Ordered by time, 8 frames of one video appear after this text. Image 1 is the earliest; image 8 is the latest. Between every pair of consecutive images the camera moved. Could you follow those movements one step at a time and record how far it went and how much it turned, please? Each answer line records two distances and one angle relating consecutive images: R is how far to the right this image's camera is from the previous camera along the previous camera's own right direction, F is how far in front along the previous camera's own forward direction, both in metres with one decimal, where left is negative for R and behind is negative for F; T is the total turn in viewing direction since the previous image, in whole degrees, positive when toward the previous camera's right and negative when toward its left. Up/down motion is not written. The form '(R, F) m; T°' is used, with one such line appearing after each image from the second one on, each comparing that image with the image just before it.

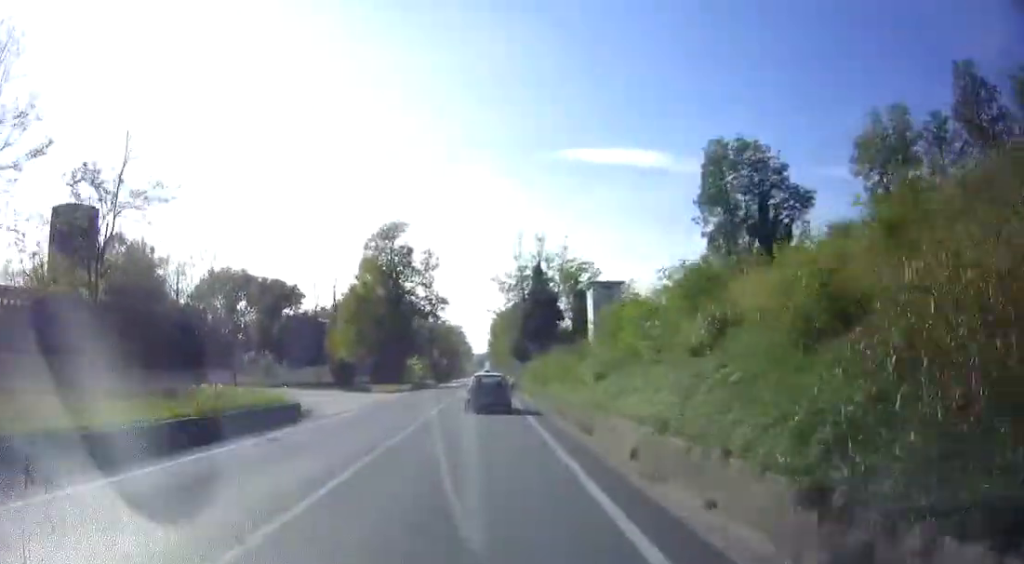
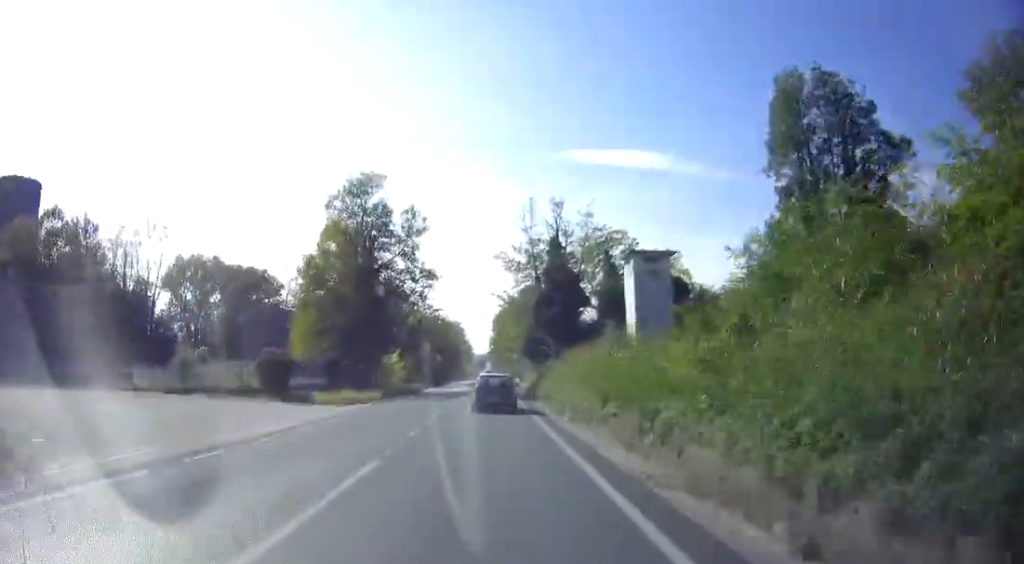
(0.0, +17.9) m; 0°
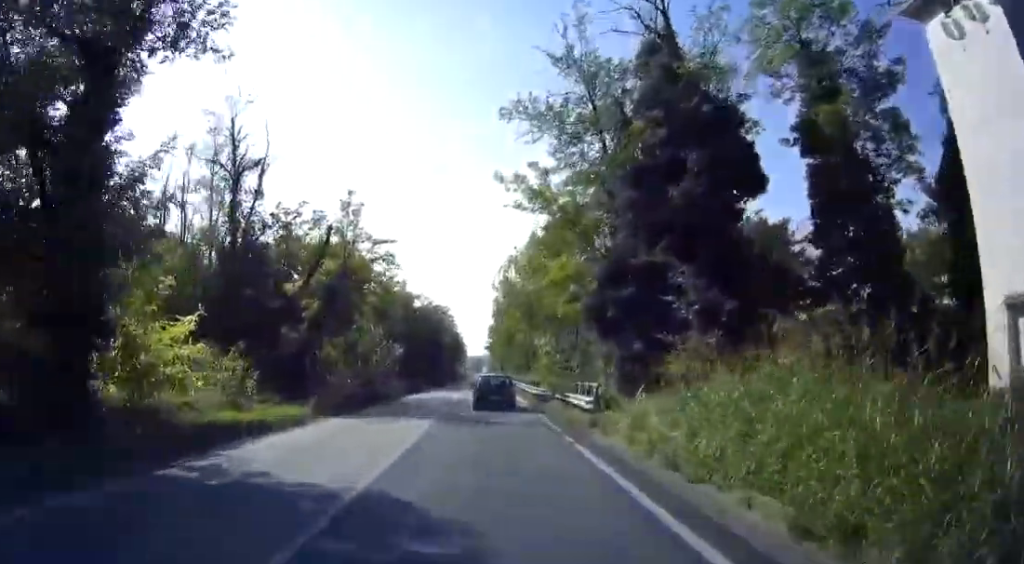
(0.0, +38.4) m; 0°
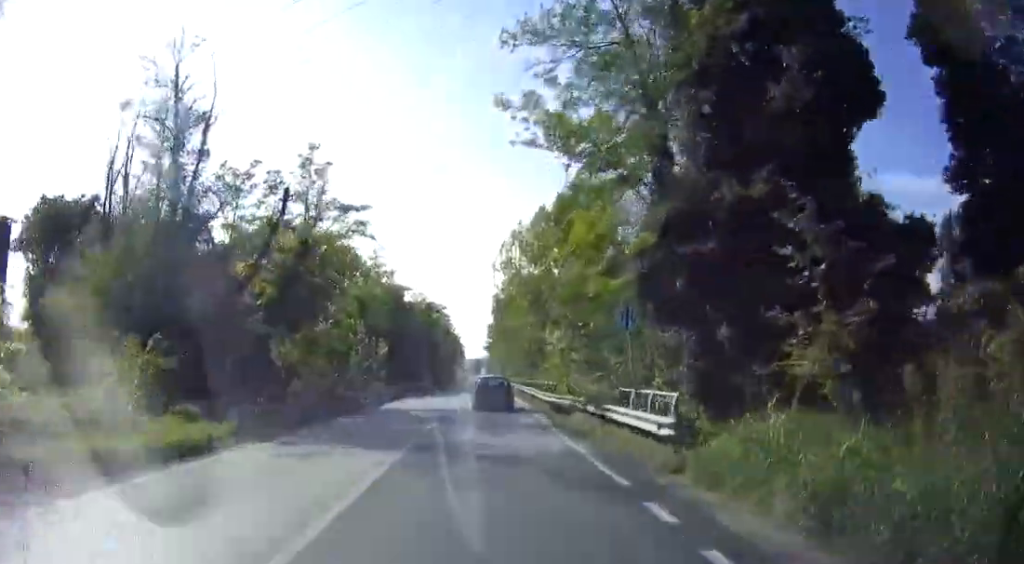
(0.0, +7.4) m; 0°
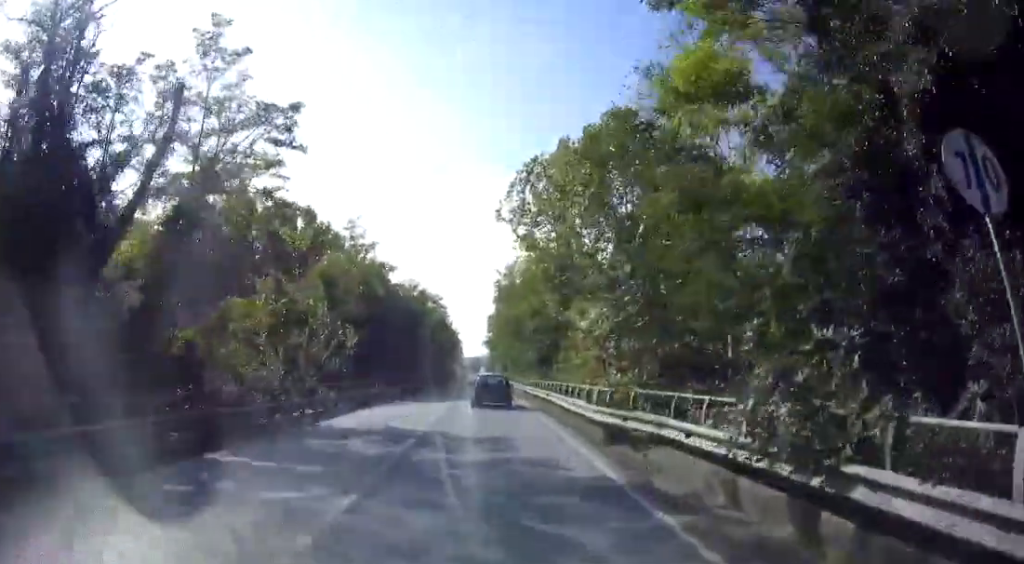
(0.0, +10.9) m; -1°
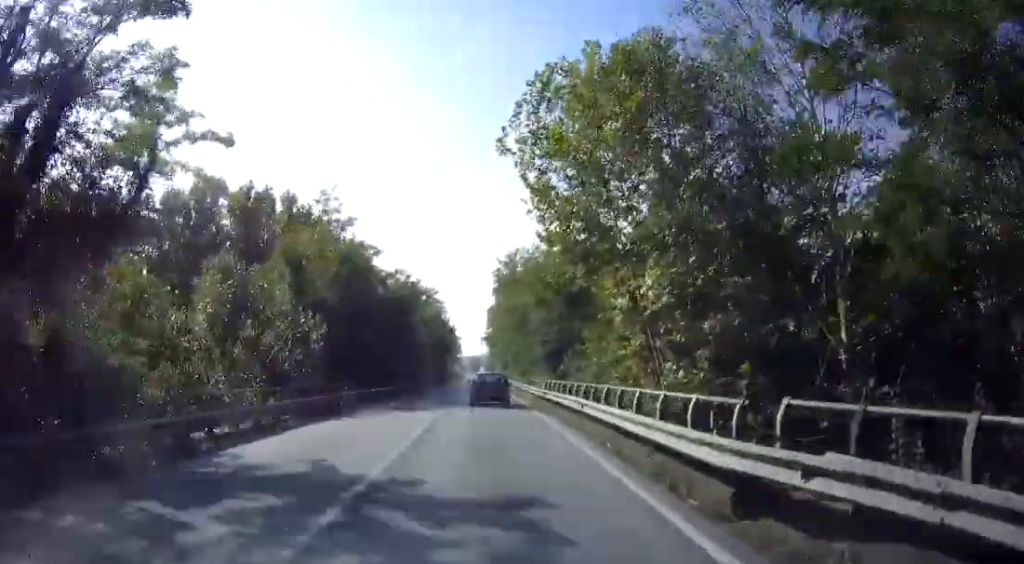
(-0.1, +6.9) m; 0°
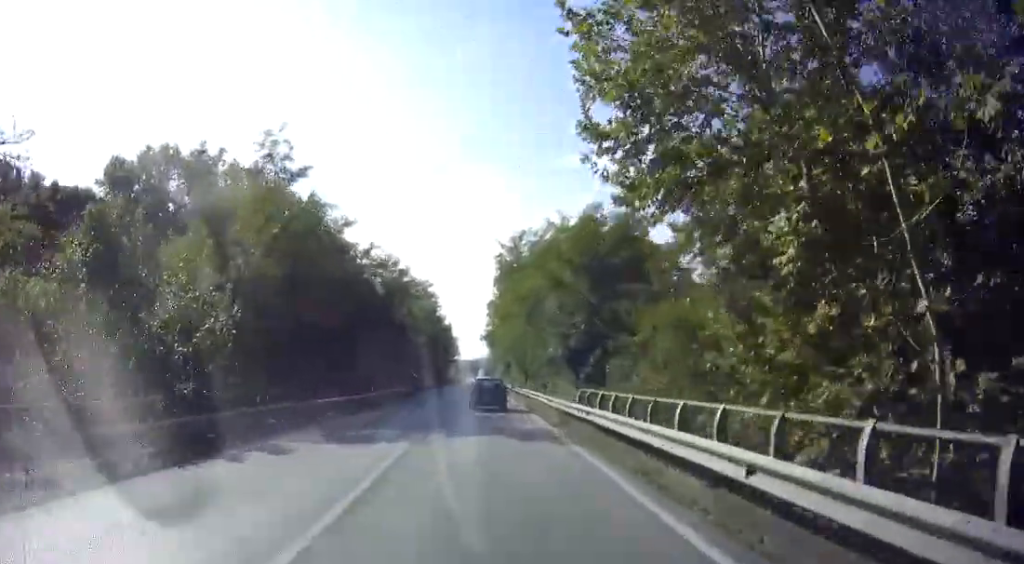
(-0.1, +9.9) m; 0°
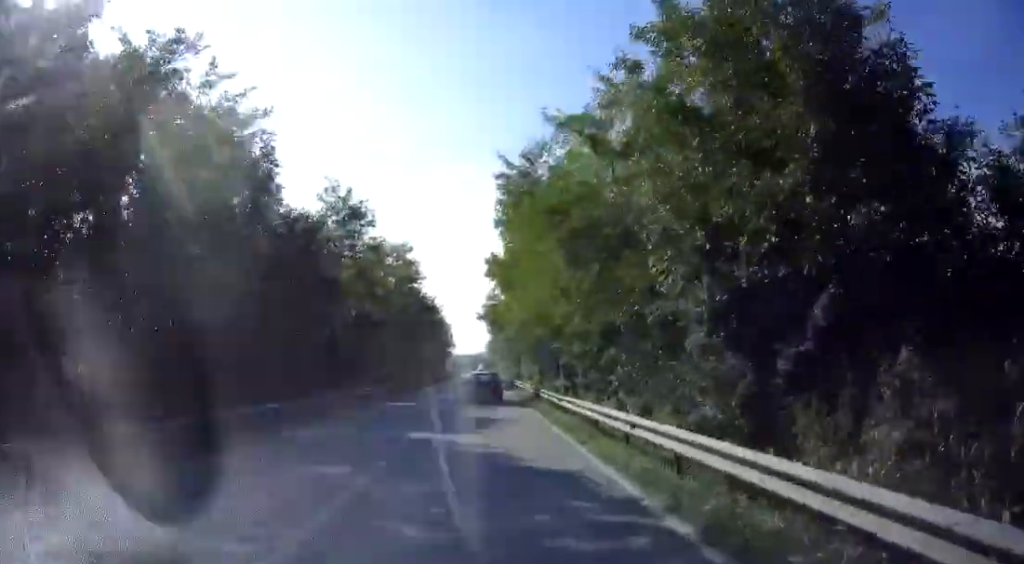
(+0.3, +21.0) m; +1°
